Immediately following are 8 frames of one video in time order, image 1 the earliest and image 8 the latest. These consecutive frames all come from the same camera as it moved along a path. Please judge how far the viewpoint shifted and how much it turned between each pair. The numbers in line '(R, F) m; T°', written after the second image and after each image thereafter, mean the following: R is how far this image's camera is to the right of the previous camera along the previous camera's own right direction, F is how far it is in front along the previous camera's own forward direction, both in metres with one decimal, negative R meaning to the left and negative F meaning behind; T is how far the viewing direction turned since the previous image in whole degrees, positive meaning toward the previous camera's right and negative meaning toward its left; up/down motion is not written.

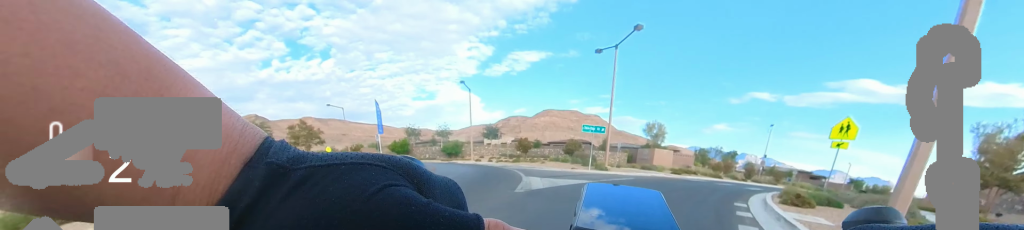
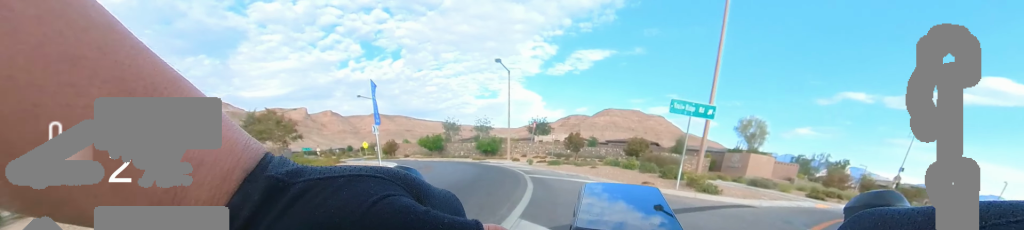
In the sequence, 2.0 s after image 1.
(-0.6, +8.3) m; -13°
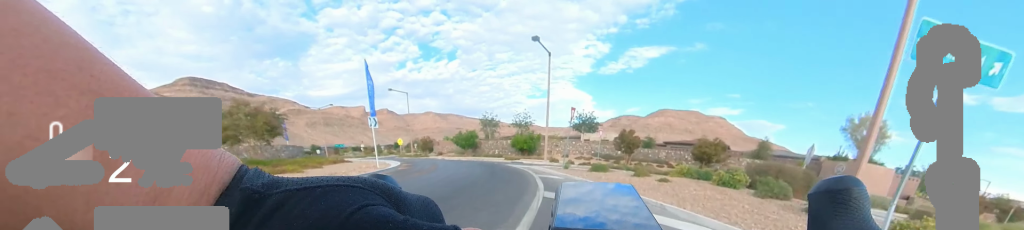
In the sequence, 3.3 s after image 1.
(-0.6, +5.5) m; -10°
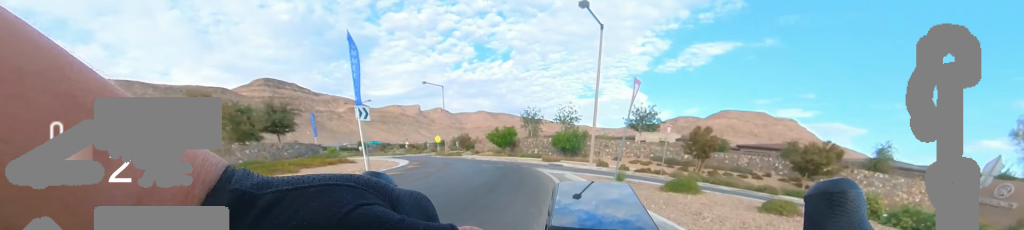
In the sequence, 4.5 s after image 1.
(-0.2, +5.1) m; -9°
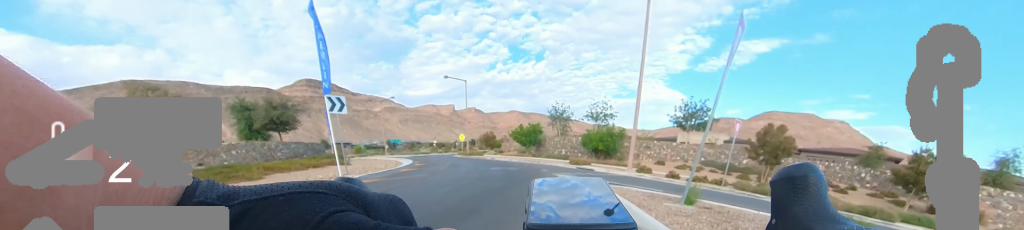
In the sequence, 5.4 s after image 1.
(-0.3, +3.5) m; -7°
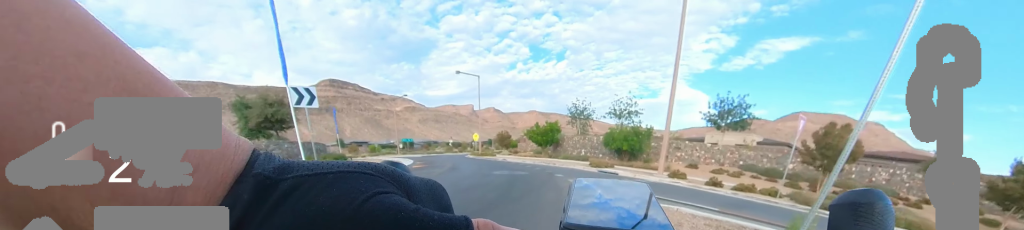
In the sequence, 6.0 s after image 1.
(-0.1, +2.3) m; -4°
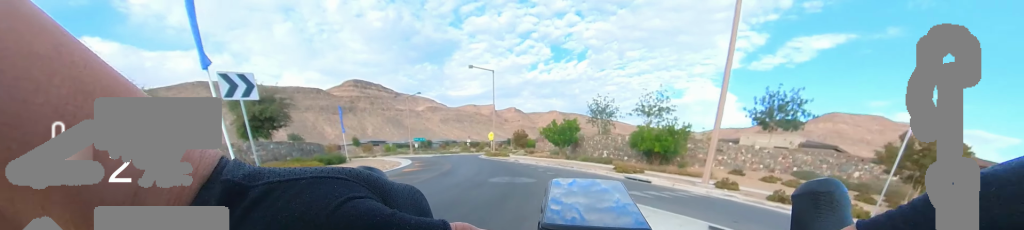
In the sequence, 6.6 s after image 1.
(0.0, +2.7) m; -3°
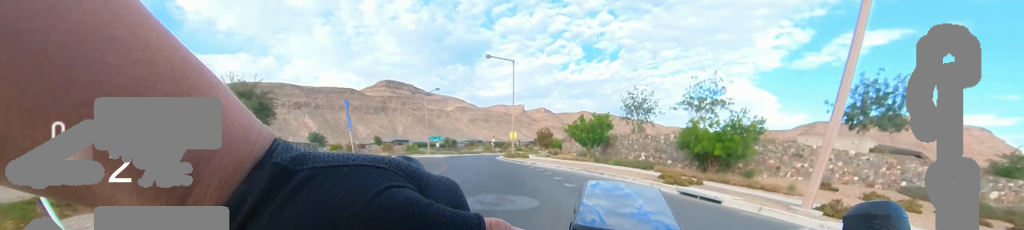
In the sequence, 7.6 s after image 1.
(-0.3, +3.7) m; -8°
